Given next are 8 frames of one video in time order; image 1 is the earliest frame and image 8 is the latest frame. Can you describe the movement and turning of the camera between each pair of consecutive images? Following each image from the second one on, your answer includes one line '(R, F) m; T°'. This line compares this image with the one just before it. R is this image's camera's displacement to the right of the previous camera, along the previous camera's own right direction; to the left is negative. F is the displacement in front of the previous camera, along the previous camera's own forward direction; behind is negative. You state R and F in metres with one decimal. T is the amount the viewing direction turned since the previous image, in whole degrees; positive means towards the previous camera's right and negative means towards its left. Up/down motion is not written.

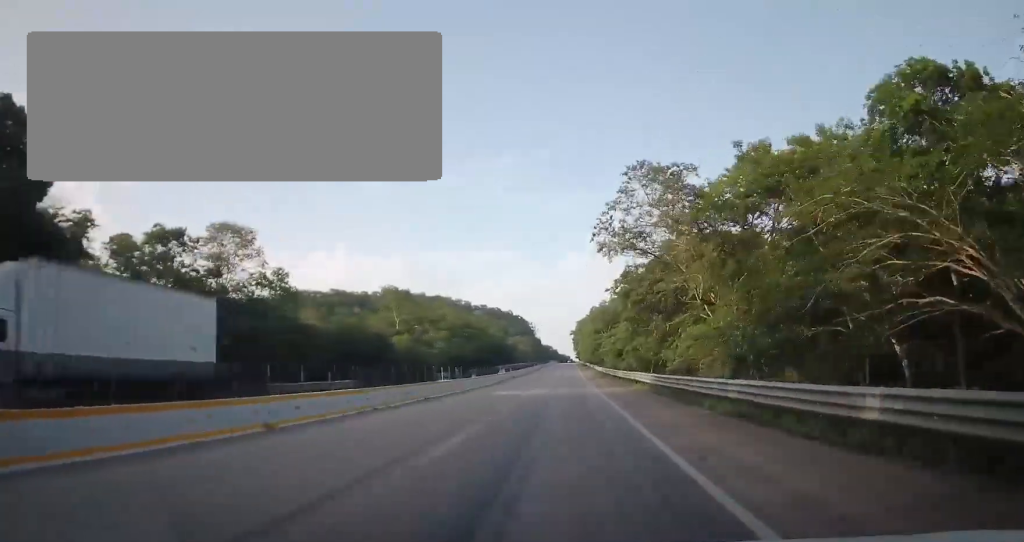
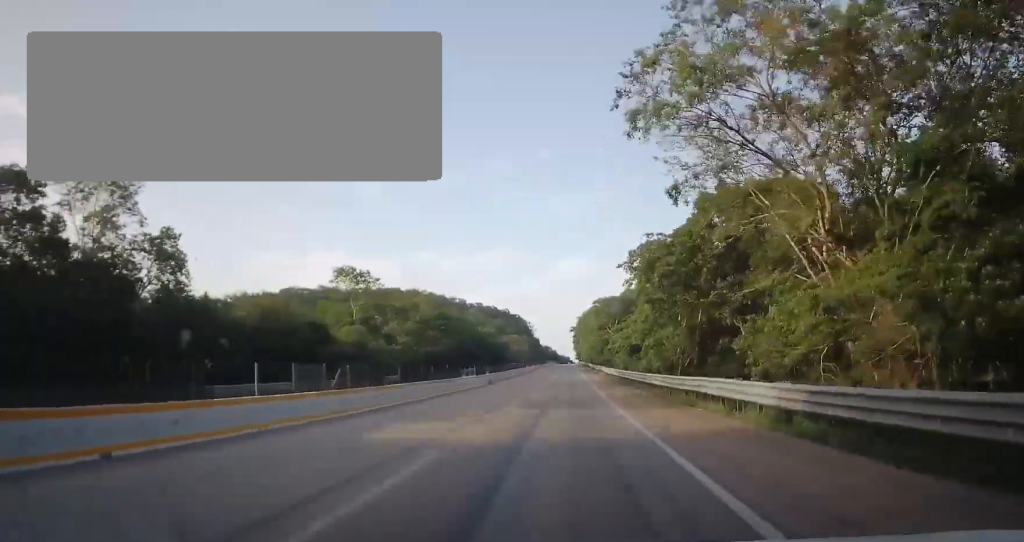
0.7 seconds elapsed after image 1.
(+0.3, +20.2) m; 0°
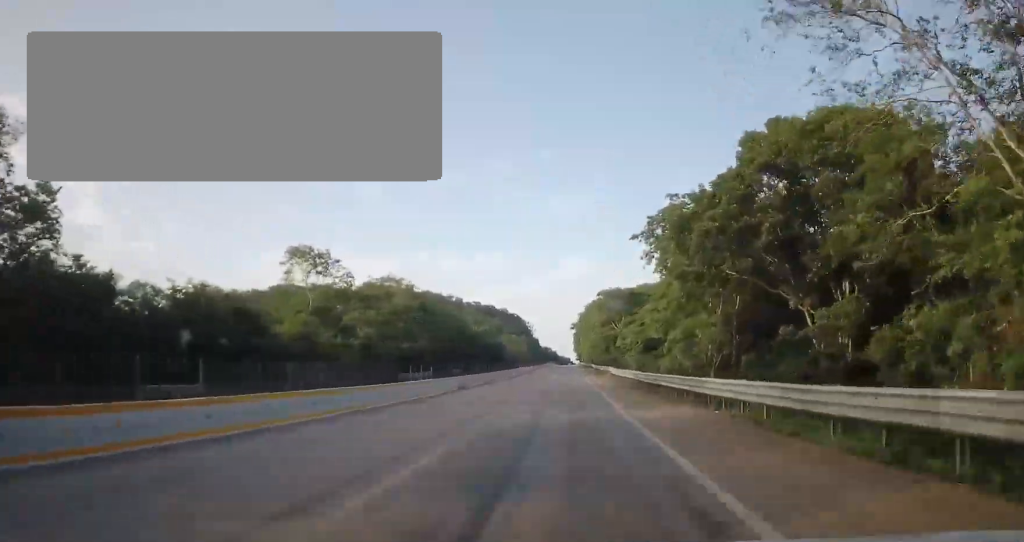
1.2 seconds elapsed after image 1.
(+0.2, +14.1) m; 0°
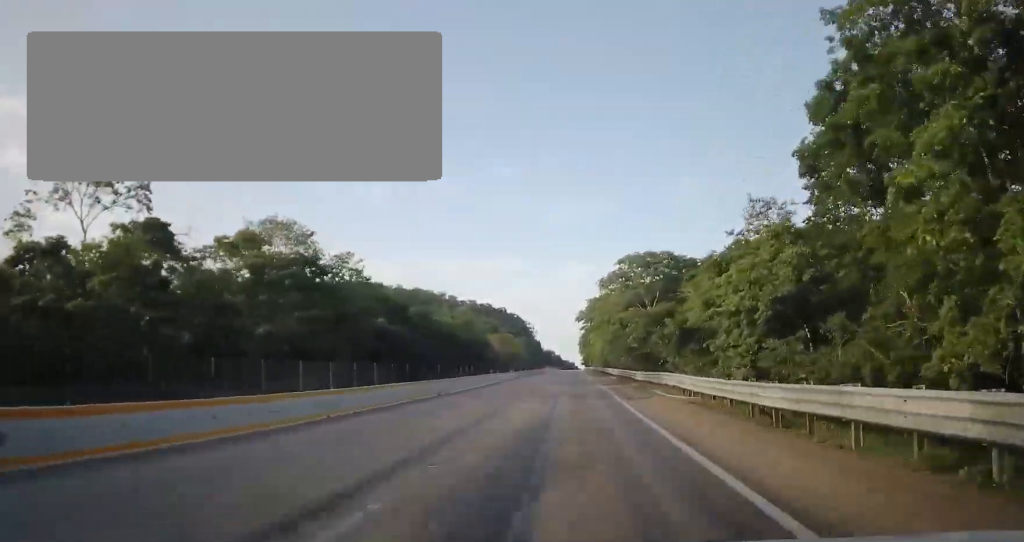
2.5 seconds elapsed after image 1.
(-0.5, +35.4) m; -1°
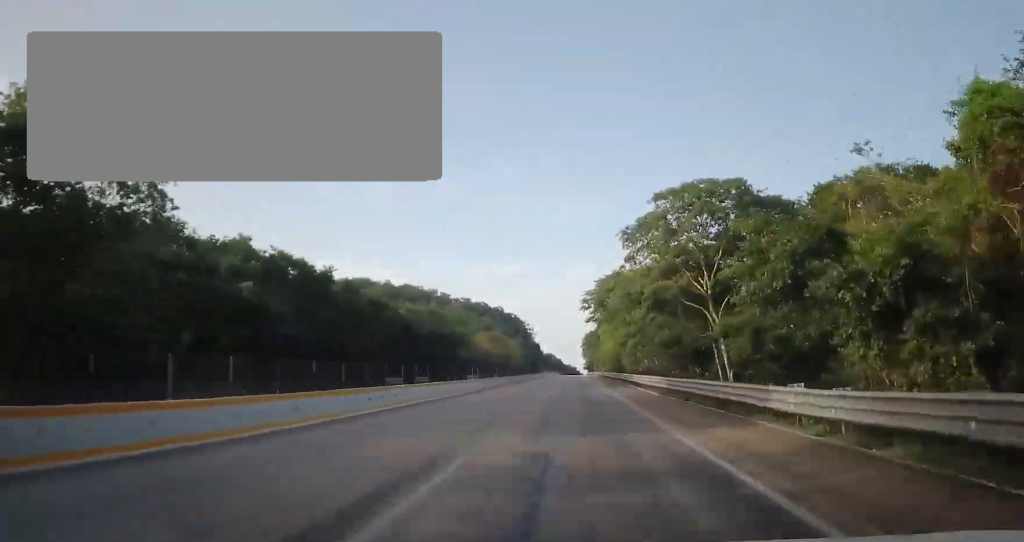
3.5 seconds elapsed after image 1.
(0.0, +27.3) m; 0°
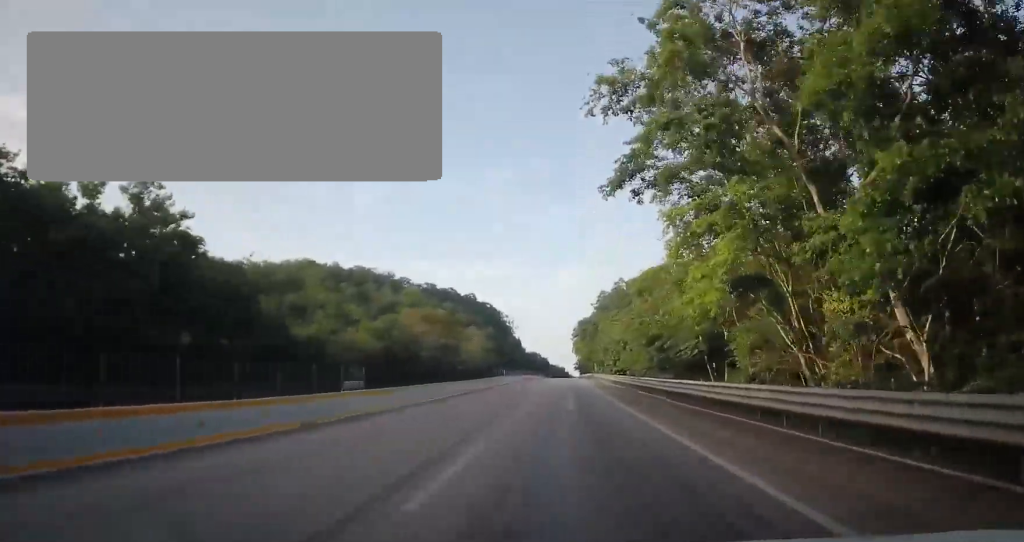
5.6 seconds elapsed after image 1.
(-0.2, +58.9) m; 0°
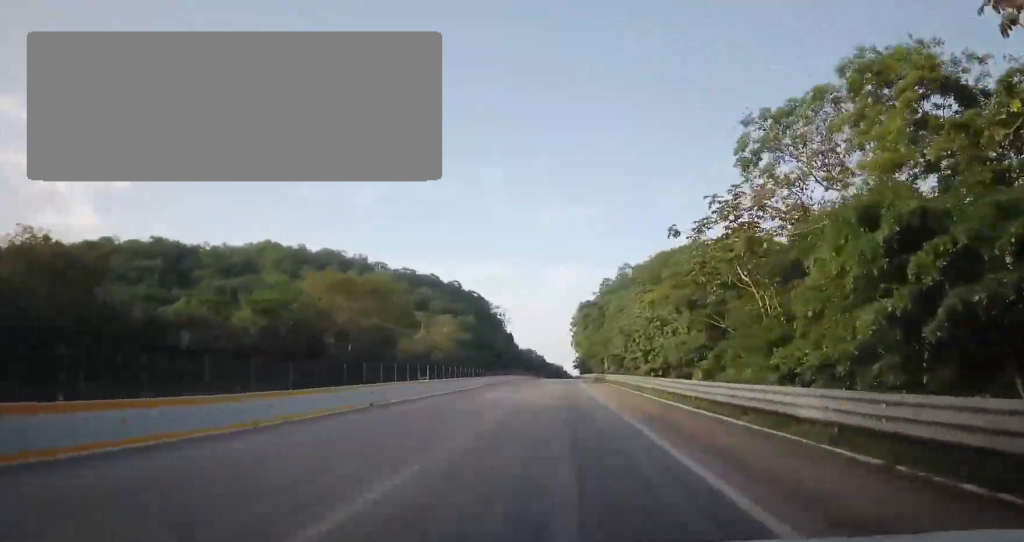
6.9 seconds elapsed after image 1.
(0.0, +34.0) m; 0°
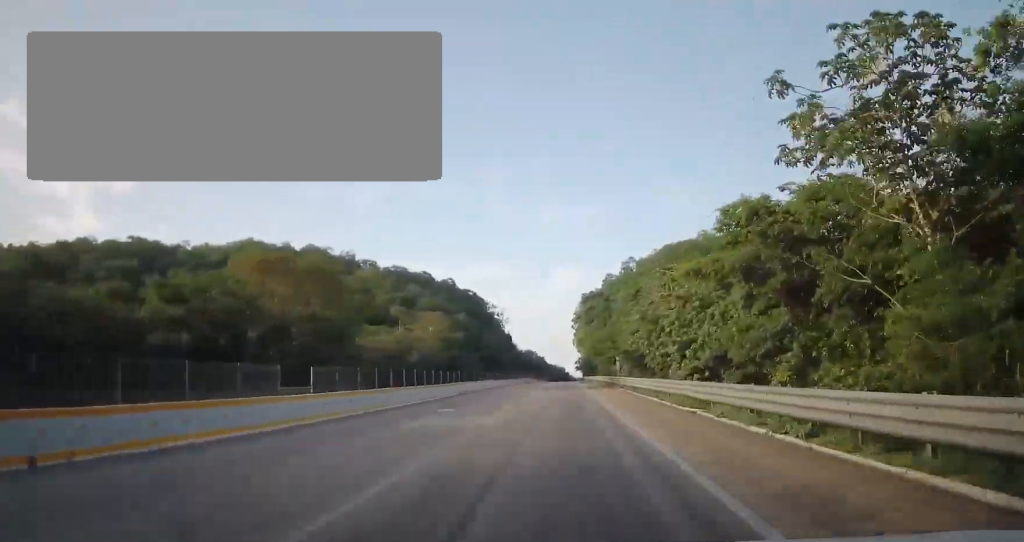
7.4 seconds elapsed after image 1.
(0.0, +14.2) m; 0°
